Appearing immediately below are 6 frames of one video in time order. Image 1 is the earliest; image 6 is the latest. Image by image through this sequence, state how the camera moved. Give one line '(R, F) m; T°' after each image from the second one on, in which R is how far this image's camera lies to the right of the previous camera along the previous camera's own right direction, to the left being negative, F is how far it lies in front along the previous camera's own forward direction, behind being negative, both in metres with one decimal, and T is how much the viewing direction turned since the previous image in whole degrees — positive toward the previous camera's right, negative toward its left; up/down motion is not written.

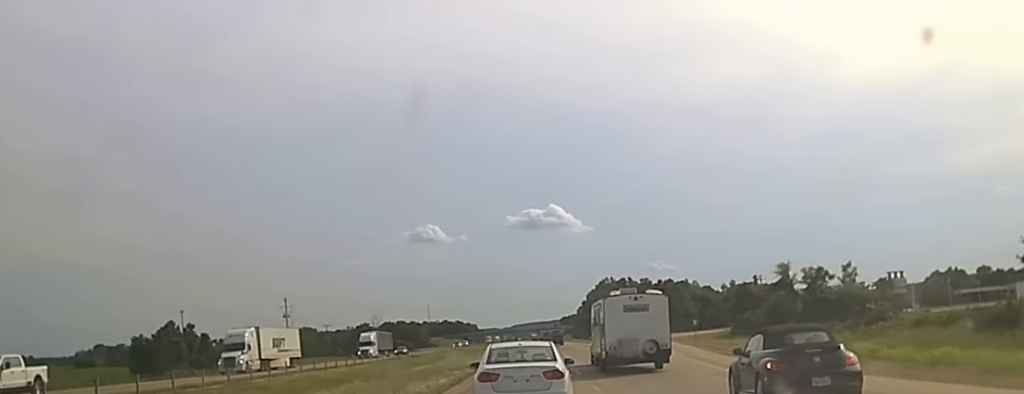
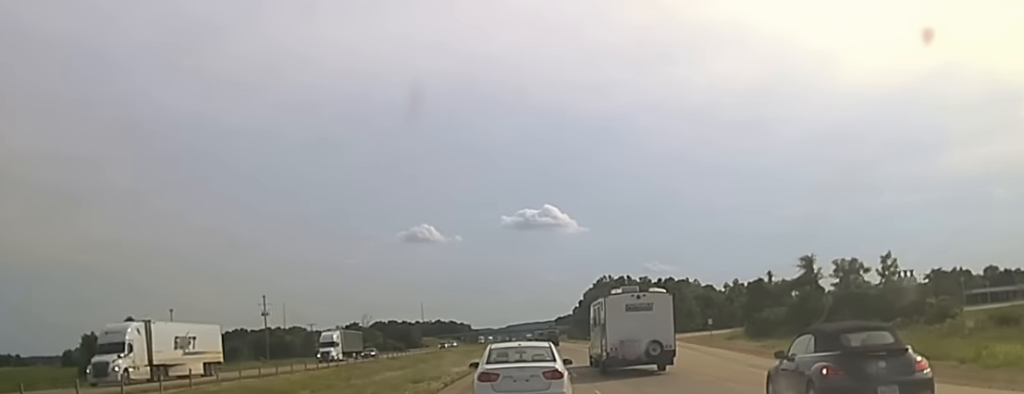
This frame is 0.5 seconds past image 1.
(-0.2, +16.5) m; 0°
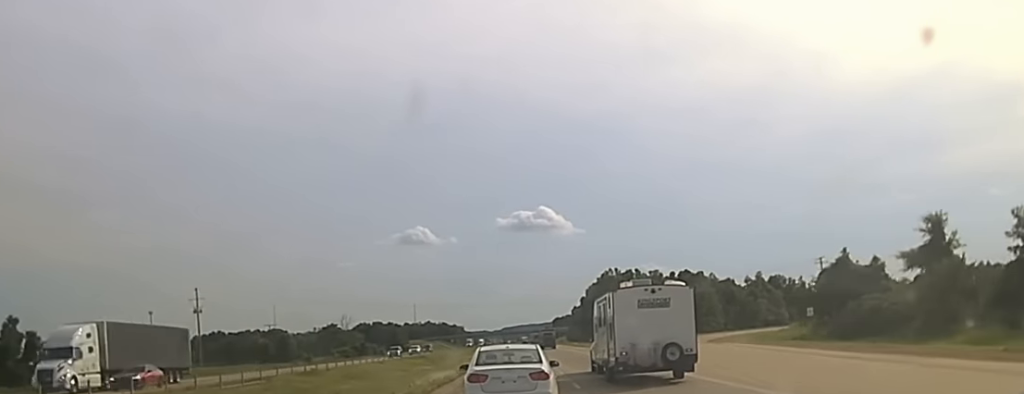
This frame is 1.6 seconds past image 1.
(+0.1, +41.4) m; 0°
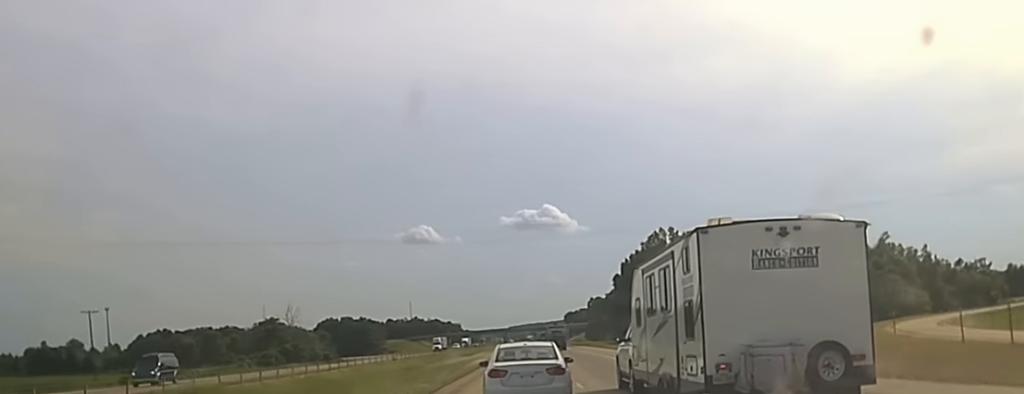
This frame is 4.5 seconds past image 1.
(+0.1, +106.3) m; 0°
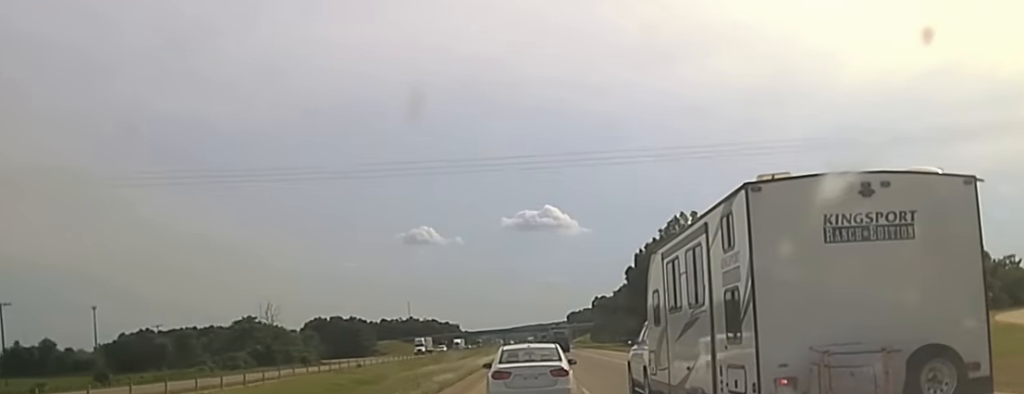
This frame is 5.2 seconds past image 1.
(-0.1, +25.6) m; 0°
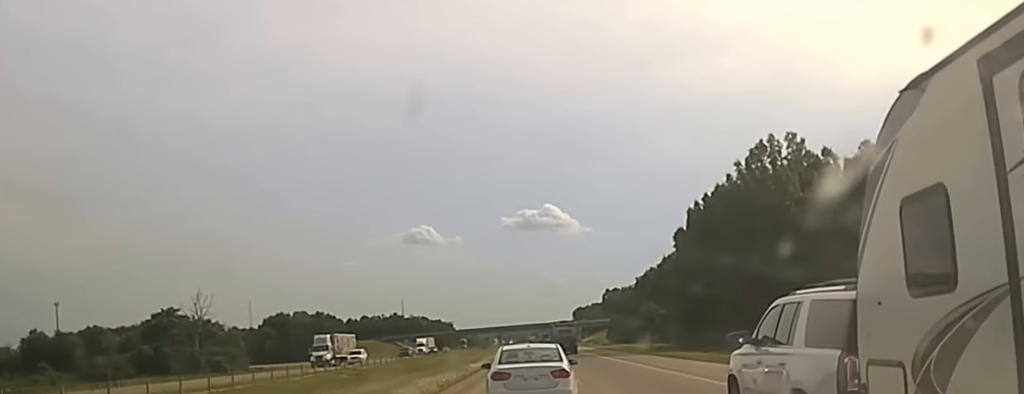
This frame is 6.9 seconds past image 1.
(+0.3, +62.0) m; 0°
